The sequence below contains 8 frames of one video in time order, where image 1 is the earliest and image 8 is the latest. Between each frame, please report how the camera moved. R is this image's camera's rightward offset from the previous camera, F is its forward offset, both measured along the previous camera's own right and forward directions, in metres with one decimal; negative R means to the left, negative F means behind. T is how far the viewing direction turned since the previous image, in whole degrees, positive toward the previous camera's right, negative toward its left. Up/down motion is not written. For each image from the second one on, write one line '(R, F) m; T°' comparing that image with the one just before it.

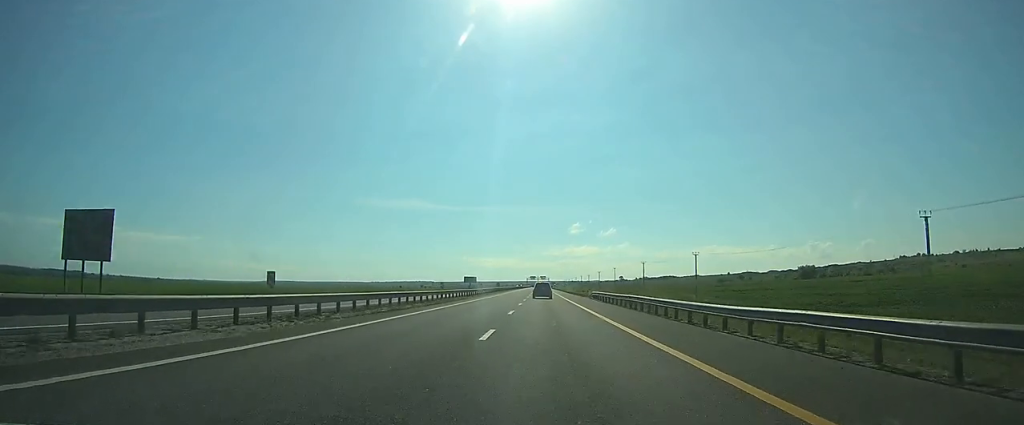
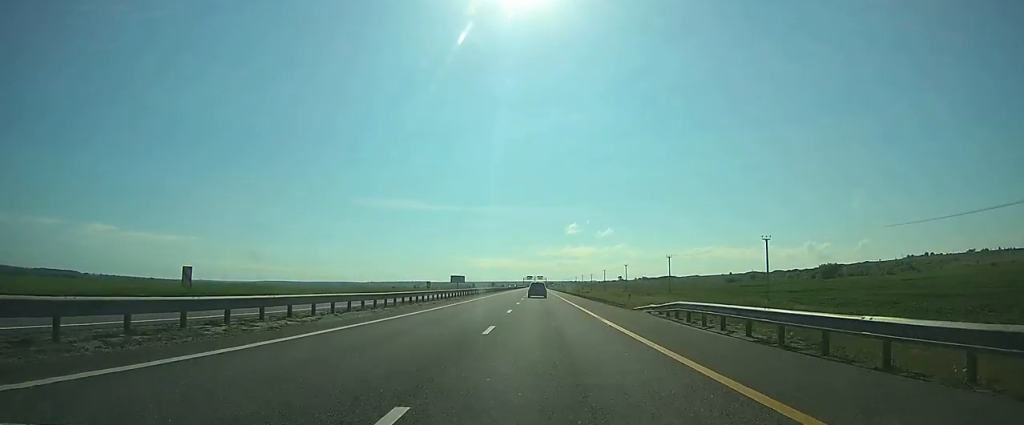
(+0.1, +33.7) m; 0°
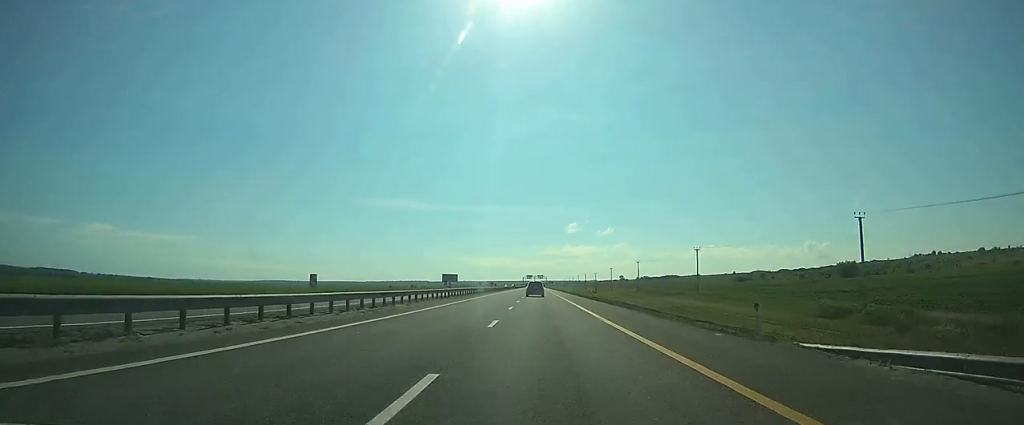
(0.0, +21.5) m; 0°
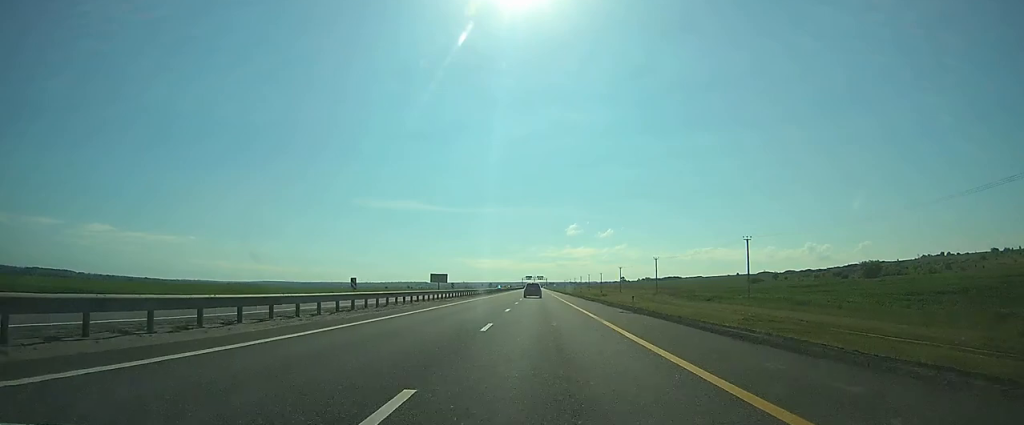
(0.0, +24.7) m; 0°
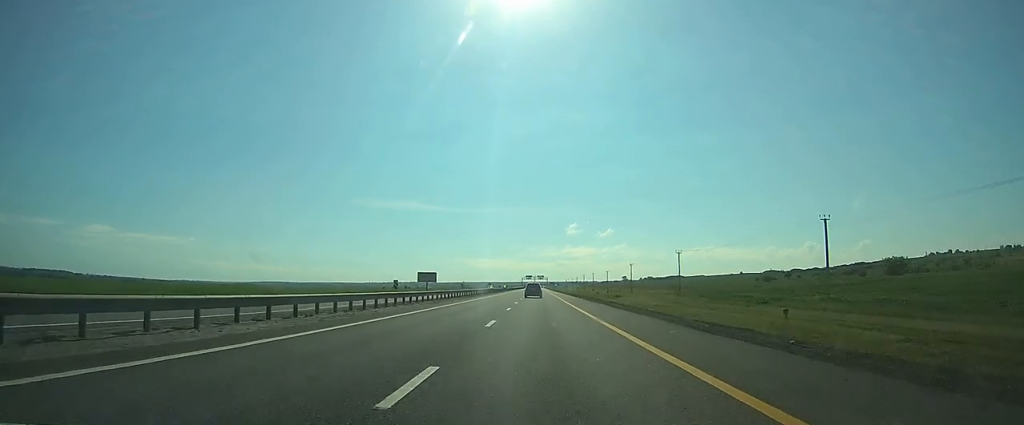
(0.0, +21.6) m; 0°
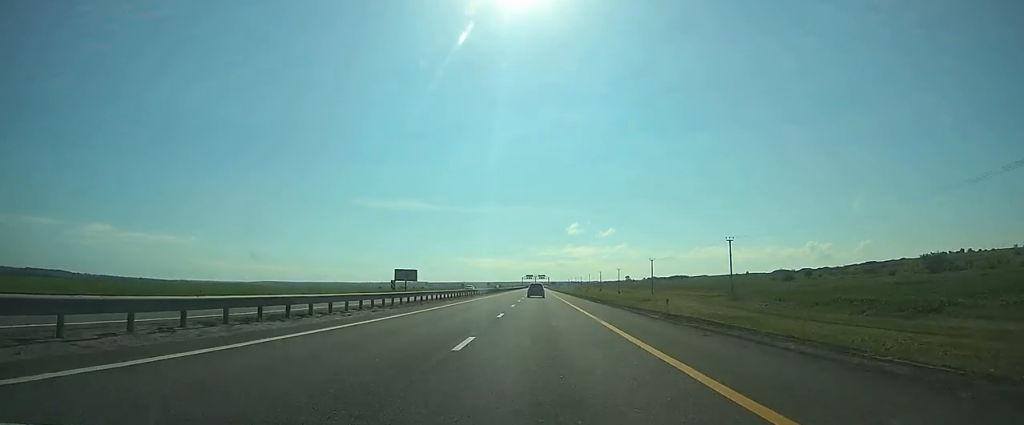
(+0.1, +30.0) m; 0°
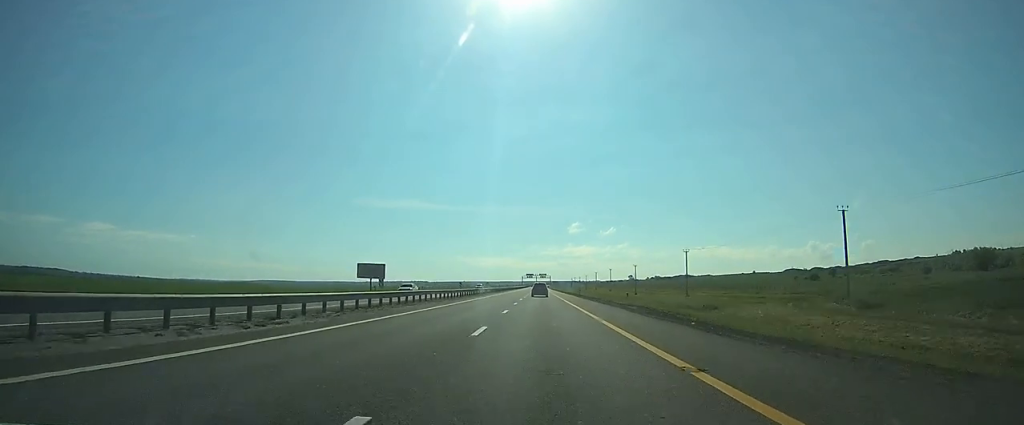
(-0.1, +32.2) m; 0°
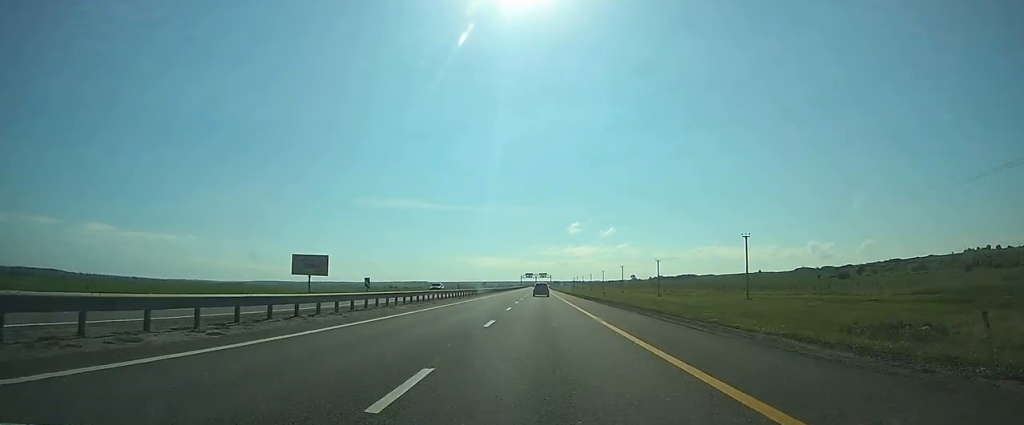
(0.0, +32.3) m; 0°
